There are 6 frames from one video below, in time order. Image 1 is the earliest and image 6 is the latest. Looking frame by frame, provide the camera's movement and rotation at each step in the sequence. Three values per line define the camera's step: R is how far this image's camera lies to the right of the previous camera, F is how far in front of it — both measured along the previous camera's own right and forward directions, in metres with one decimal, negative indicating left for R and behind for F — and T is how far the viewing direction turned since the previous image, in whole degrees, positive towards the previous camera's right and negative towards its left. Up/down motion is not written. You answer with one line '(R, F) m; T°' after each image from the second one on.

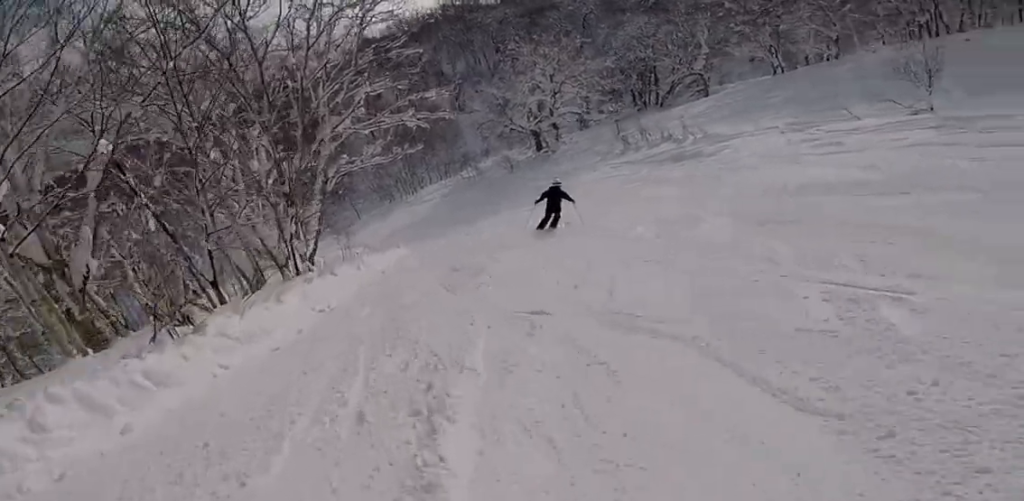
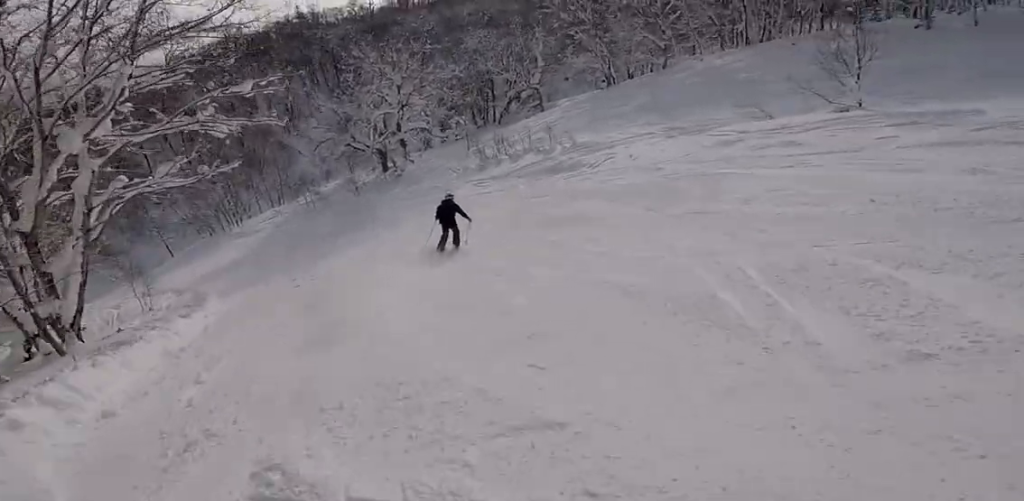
(0.0, +5.6) m; 0°
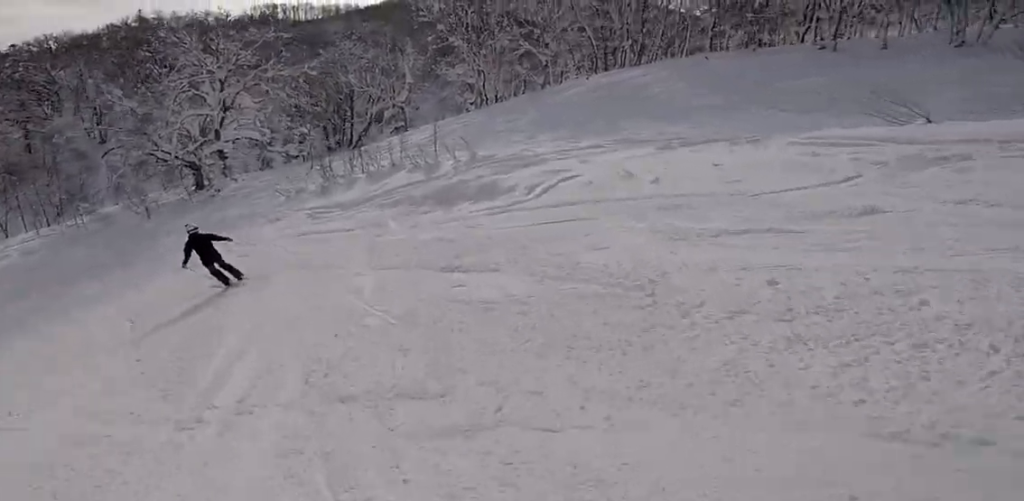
(0.0, +11.1) m; -4°
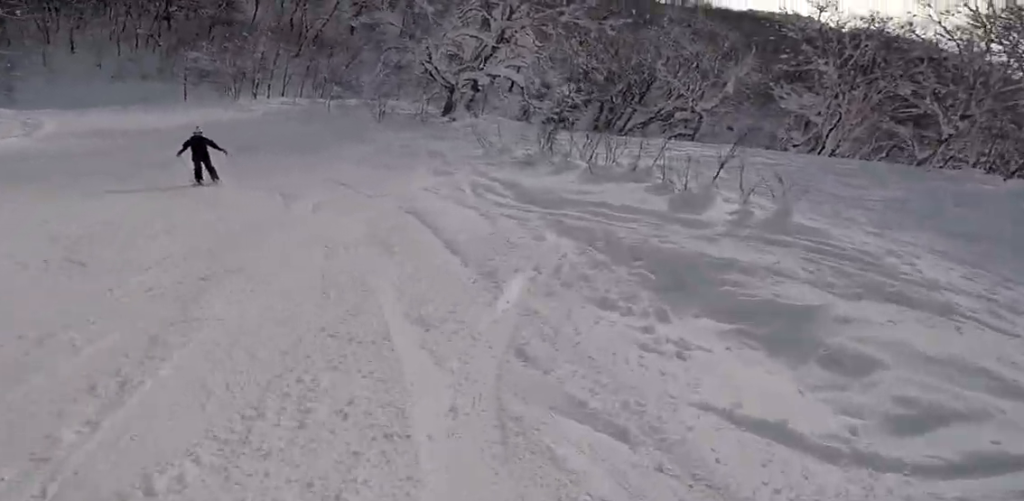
(-0.2, +7.4) m; -9°
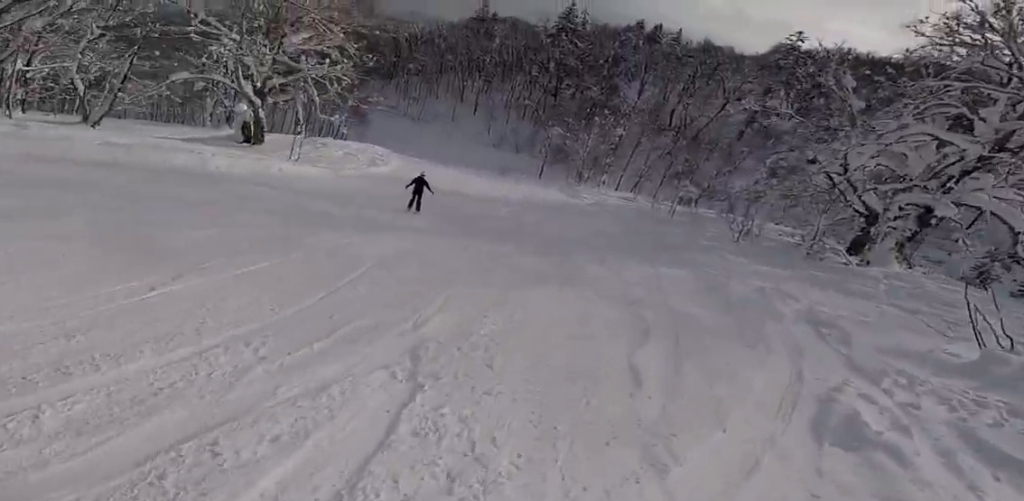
(-2.1, +11.0) m; -22°
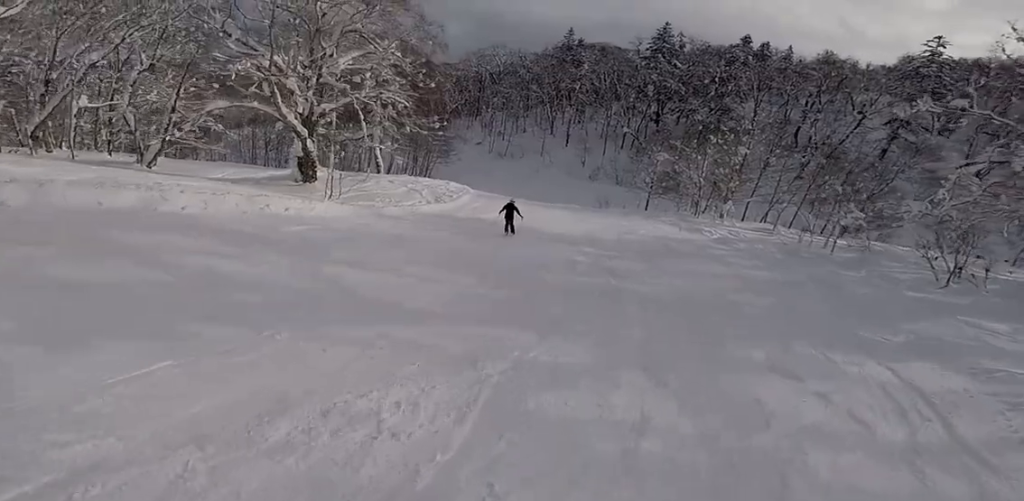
(-0.5, +6.8) m; -11°
